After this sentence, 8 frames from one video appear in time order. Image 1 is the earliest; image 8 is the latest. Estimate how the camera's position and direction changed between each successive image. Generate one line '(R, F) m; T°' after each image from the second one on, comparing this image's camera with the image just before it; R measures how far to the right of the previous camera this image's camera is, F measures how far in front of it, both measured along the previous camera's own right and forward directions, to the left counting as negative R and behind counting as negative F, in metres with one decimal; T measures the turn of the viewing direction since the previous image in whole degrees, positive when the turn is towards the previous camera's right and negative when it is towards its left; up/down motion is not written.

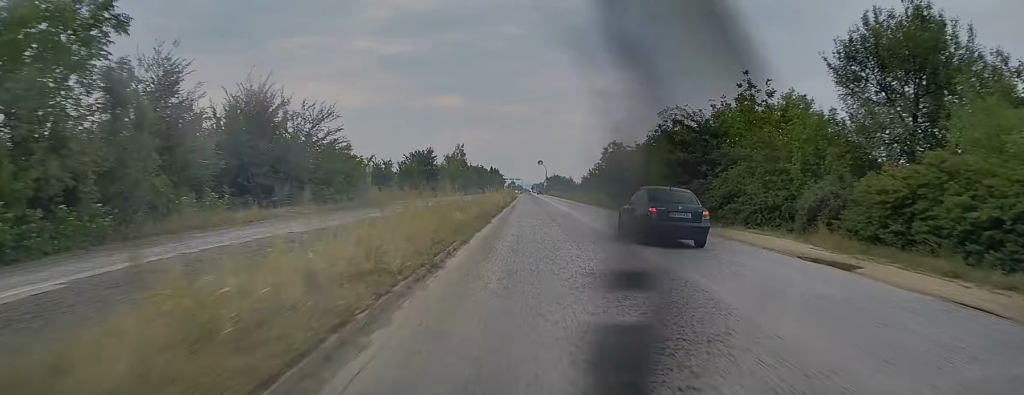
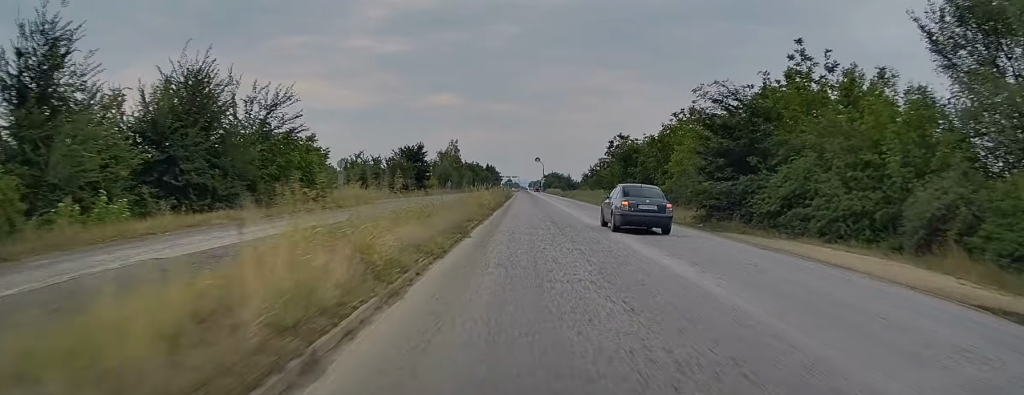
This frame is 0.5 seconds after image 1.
(0.0, +7.6) m; 0°
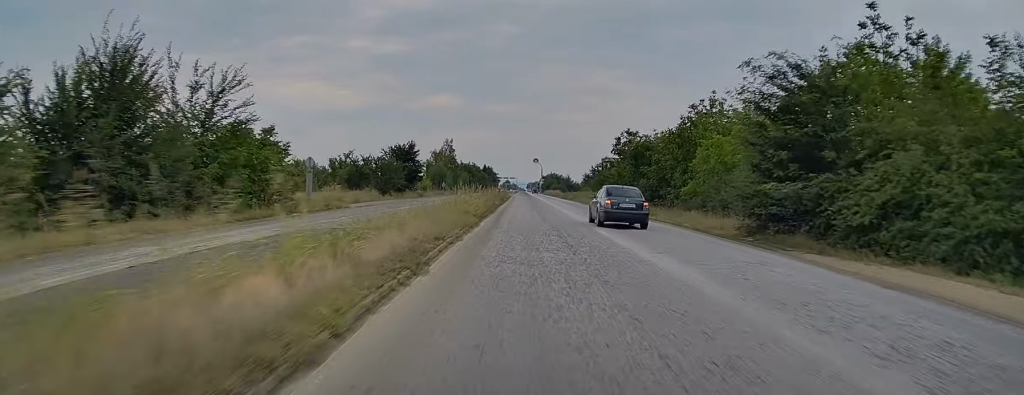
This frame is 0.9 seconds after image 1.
(+0.1, +6.6) m; 0°
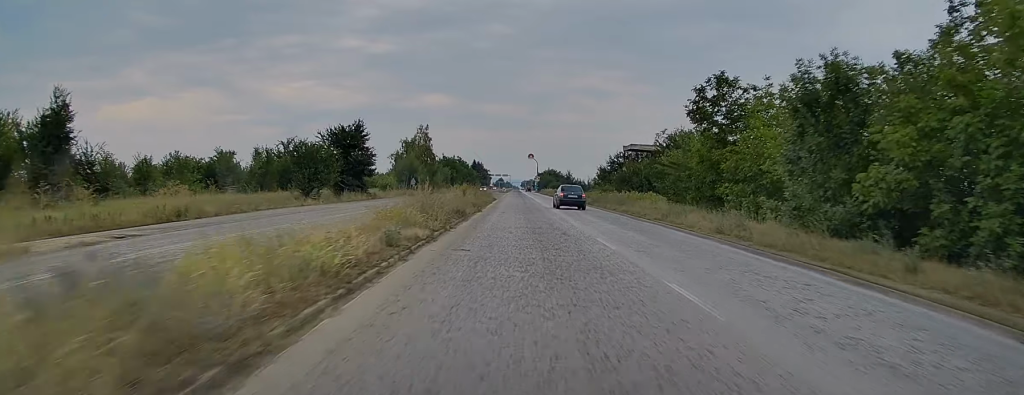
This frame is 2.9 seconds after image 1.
(-0.1, +30.8) m; 0°
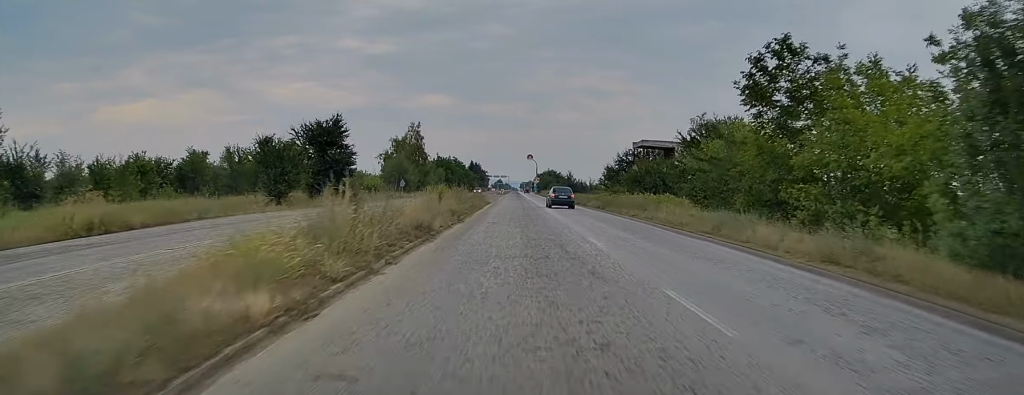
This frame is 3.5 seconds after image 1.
(0.0, +8.3) m; 0°
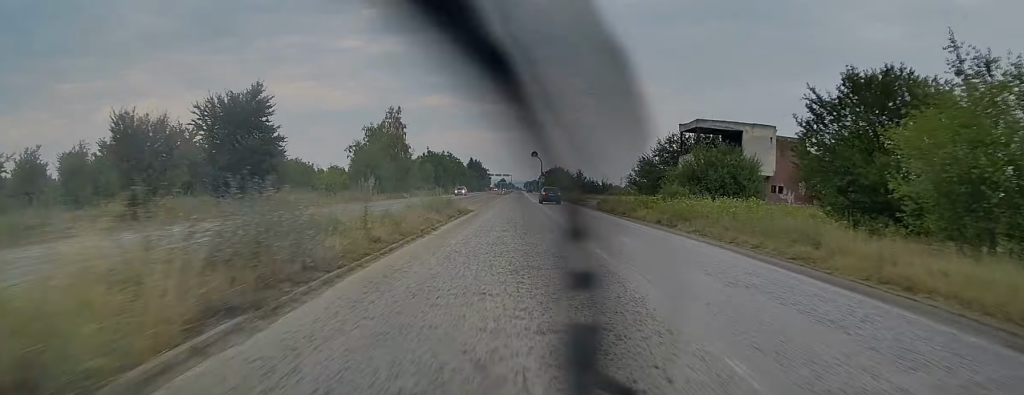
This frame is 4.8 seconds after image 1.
(+0.1, +21.4) m; +1°
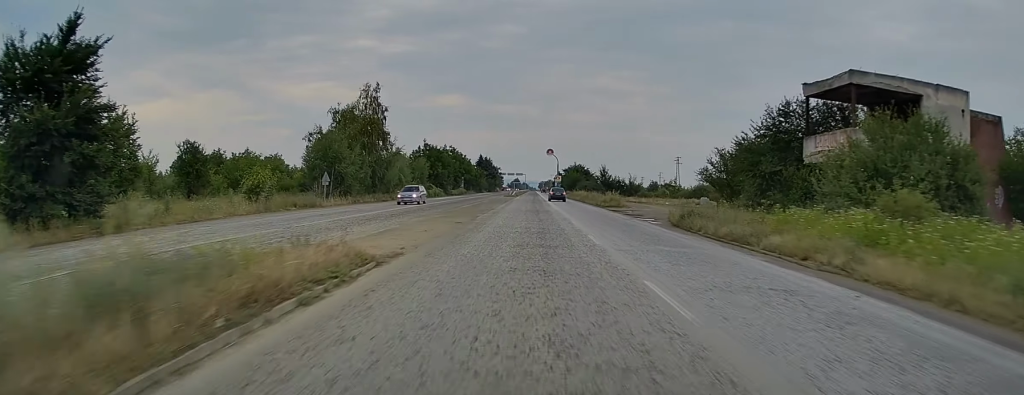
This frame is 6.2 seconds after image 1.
(+0.5, +22.2) m; 0°
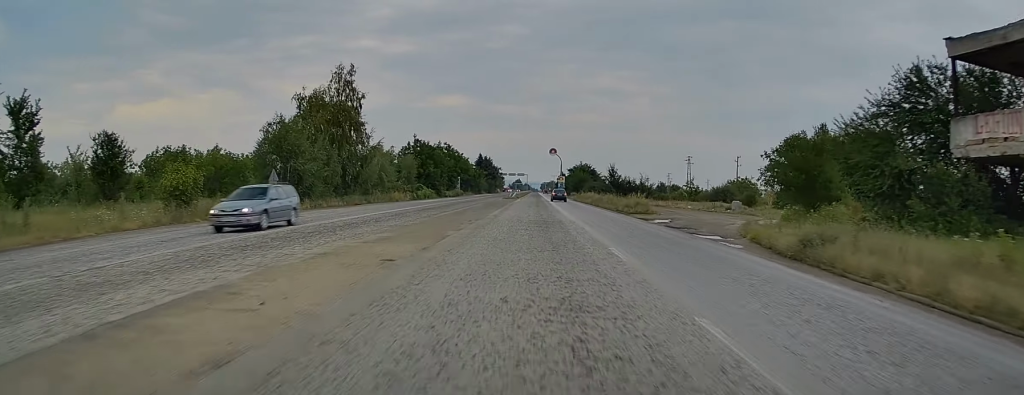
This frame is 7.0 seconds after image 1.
(-0.5, +11.8) m; -1°
